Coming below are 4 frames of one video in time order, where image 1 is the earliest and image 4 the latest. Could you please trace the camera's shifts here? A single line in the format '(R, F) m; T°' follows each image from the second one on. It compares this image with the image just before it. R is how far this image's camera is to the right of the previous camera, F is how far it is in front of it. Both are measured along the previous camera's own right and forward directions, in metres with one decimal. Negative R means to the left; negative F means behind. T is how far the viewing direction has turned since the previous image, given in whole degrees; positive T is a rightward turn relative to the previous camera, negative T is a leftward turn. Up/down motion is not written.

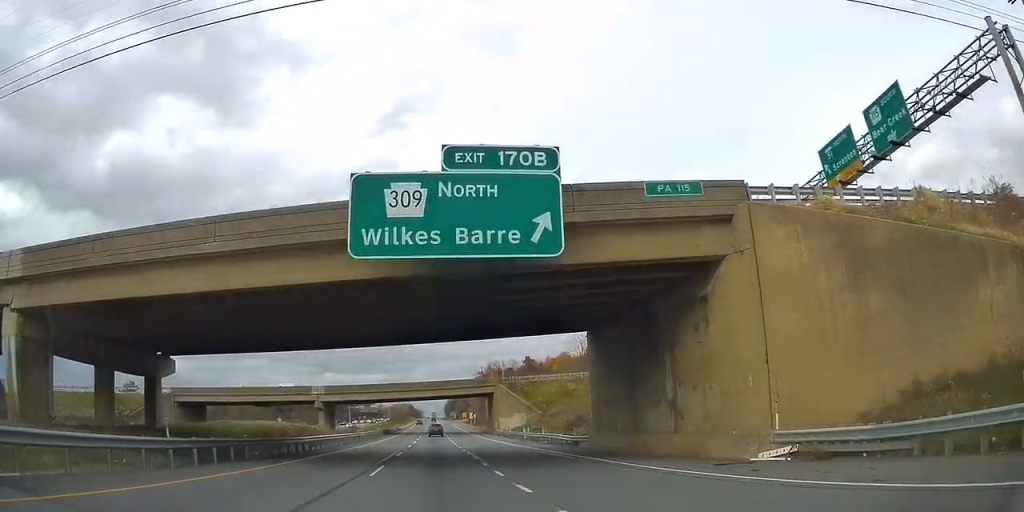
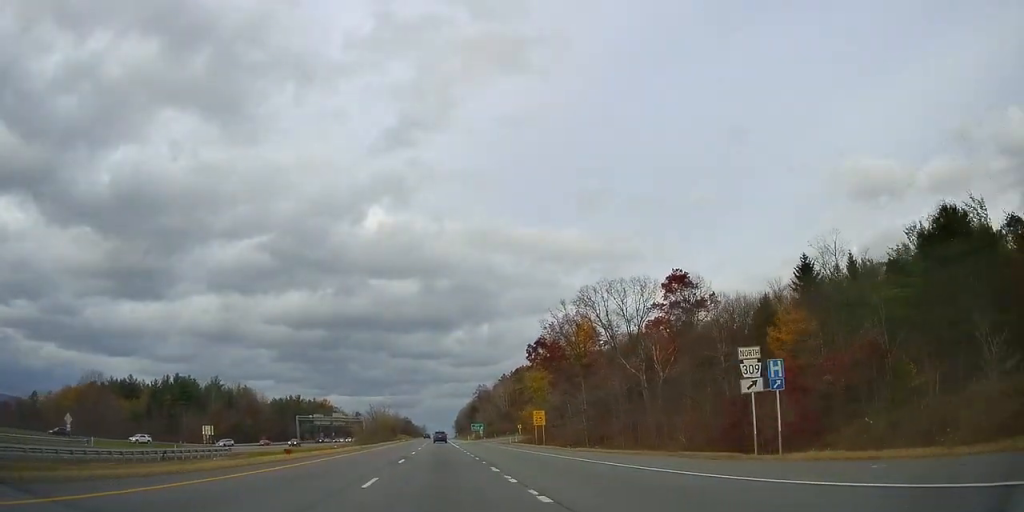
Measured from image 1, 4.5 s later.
(-1.6, +138.8) m; -1°
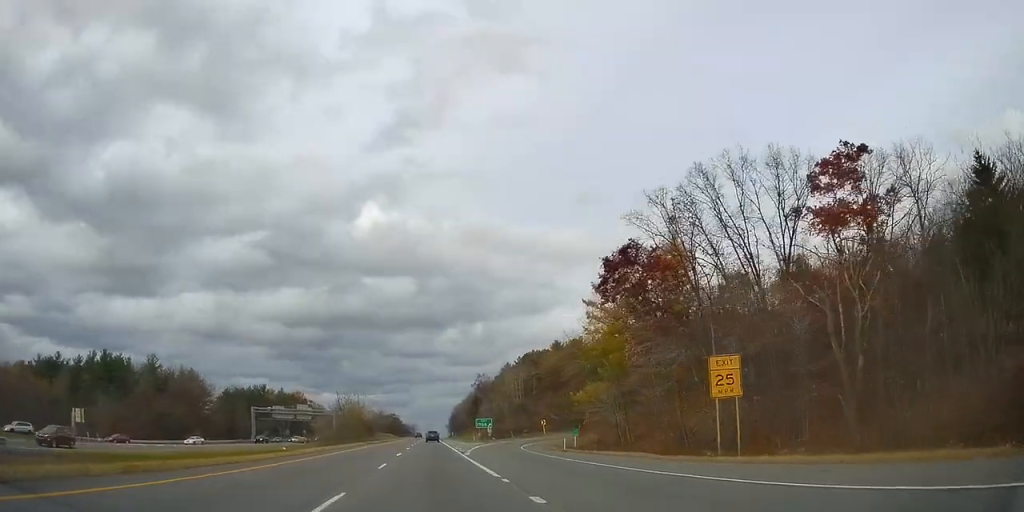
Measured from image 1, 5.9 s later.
(-0.9, +42.2) m; -2°
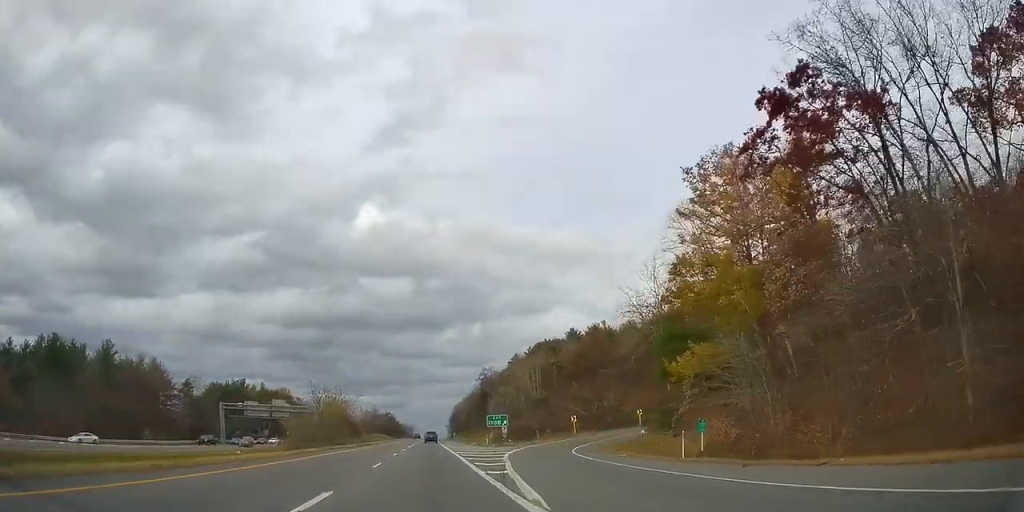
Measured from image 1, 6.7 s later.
(0.0, +23.7) m; 0°
